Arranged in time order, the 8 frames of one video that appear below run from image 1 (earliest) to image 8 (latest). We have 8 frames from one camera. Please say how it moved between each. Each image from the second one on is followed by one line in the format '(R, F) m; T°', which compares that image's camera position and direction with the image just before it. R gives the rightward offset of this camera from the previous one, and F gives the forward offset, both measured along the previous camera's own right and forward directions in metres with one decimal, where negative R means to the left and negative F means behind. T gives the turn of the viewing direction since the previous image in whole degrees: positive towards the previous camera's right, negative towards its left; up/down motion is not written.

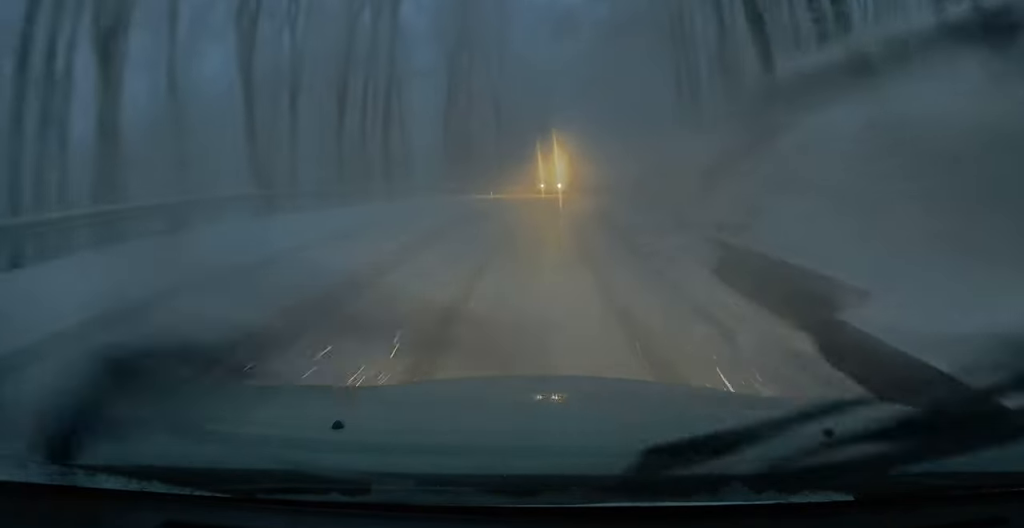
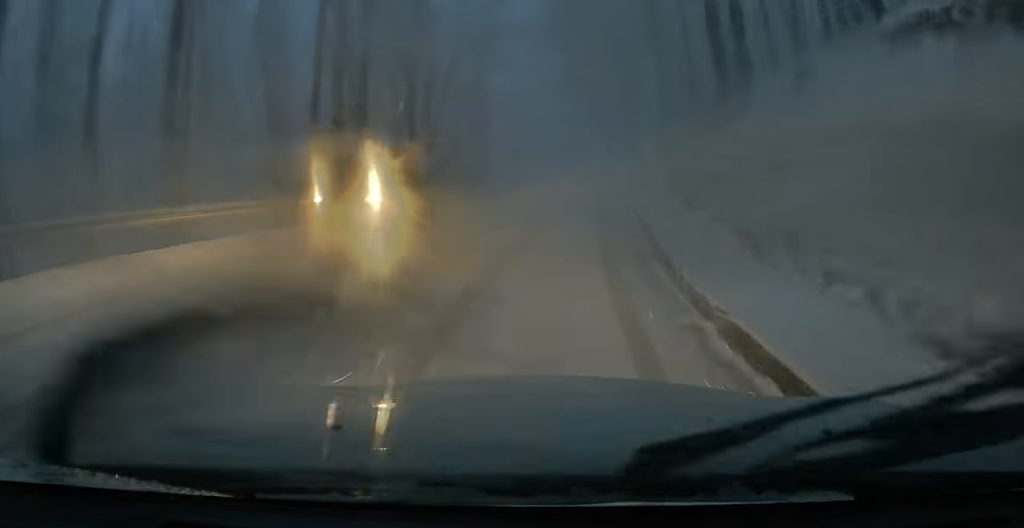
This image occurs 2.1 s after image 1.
(+0.7, +15.9) m; +6°
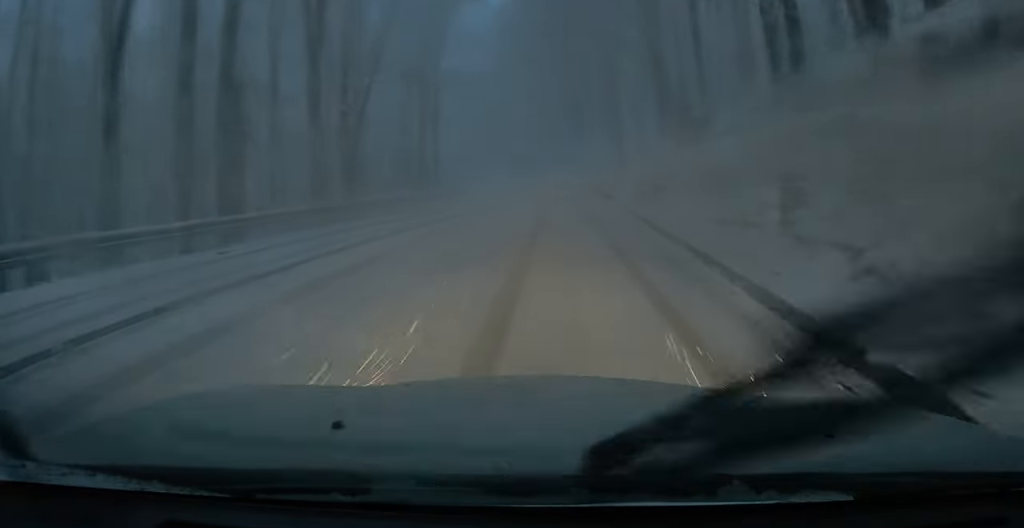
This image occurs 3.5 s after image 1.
(+0.1, +11.0) m; +3°
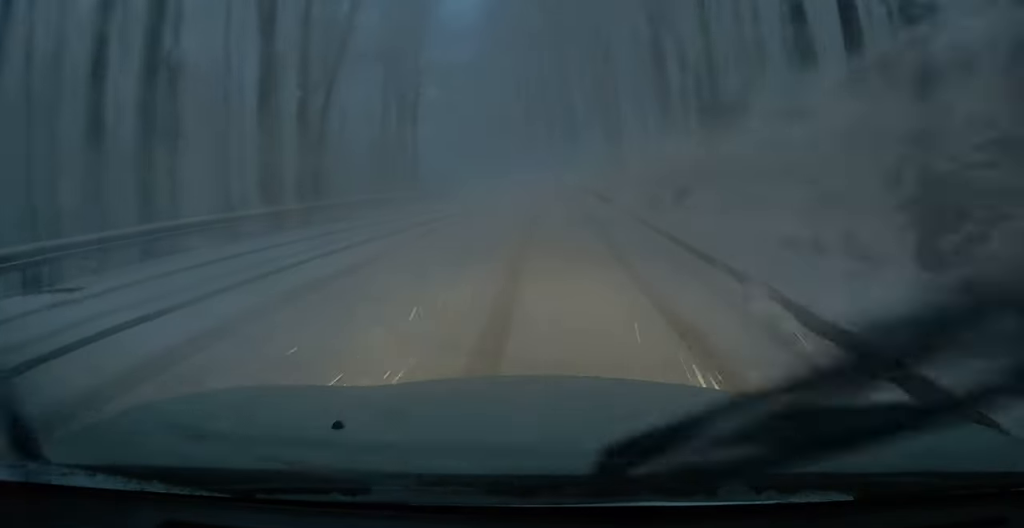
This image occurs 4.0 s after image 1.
(0.0, +3.7) m; +2°
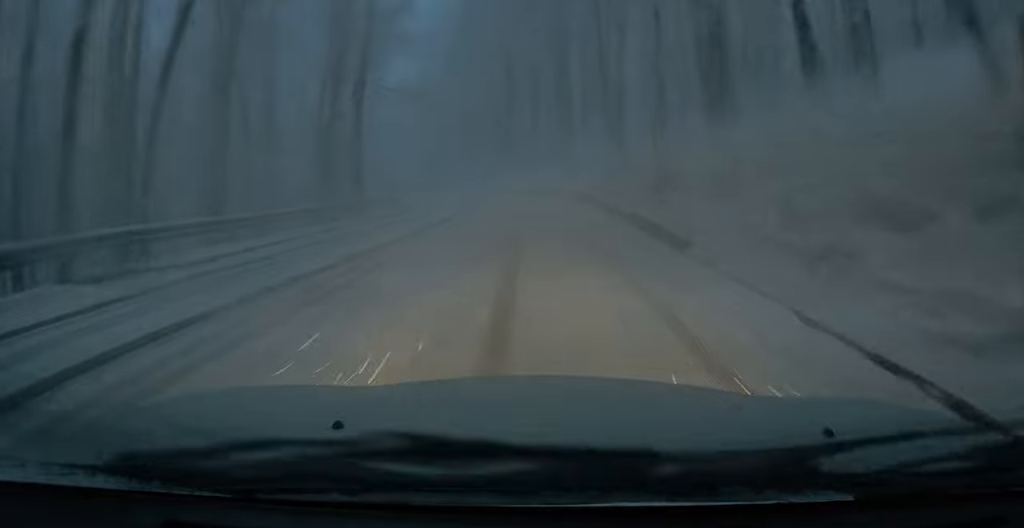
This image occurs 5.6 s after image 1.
(+0.5, +11.7) m; +2°
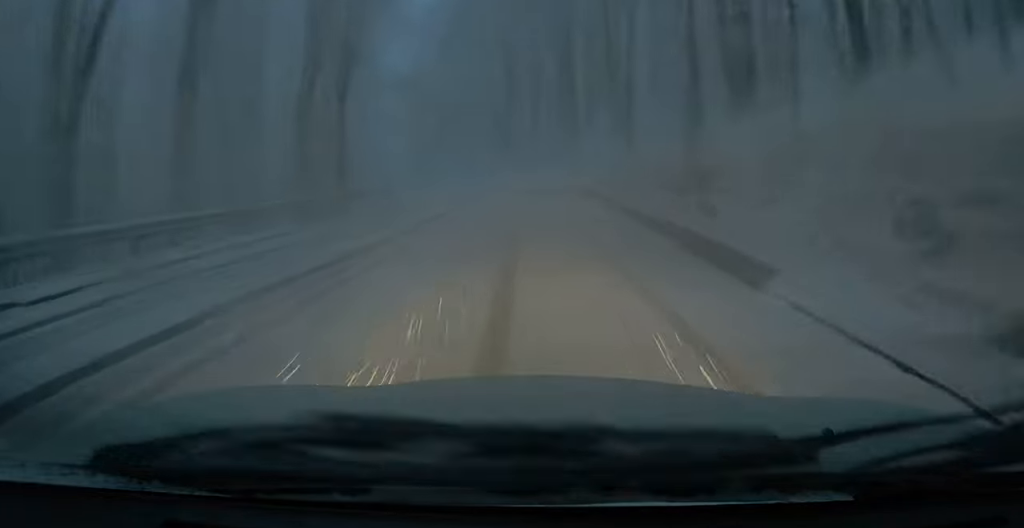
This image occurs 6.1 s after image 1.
(0.0, +3.3) m; -1°
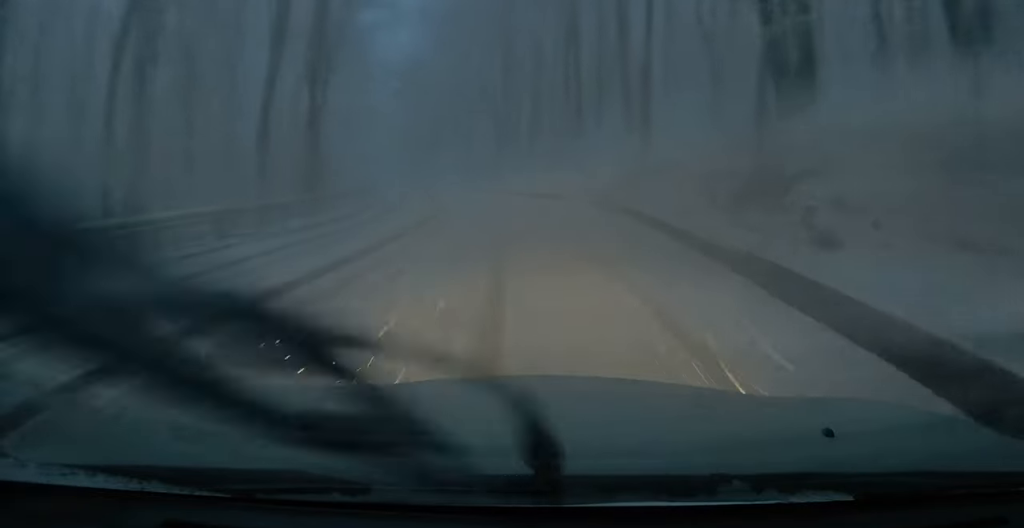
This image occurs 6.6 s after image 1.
(0.0, +4.4) m; -1°
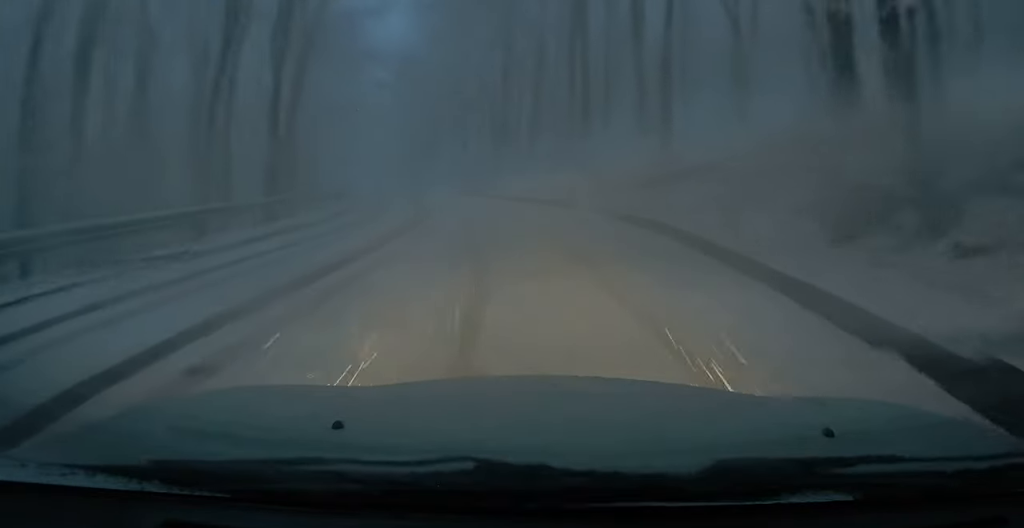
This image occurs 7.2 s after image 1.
(0.0, +4.3) m; 0°
